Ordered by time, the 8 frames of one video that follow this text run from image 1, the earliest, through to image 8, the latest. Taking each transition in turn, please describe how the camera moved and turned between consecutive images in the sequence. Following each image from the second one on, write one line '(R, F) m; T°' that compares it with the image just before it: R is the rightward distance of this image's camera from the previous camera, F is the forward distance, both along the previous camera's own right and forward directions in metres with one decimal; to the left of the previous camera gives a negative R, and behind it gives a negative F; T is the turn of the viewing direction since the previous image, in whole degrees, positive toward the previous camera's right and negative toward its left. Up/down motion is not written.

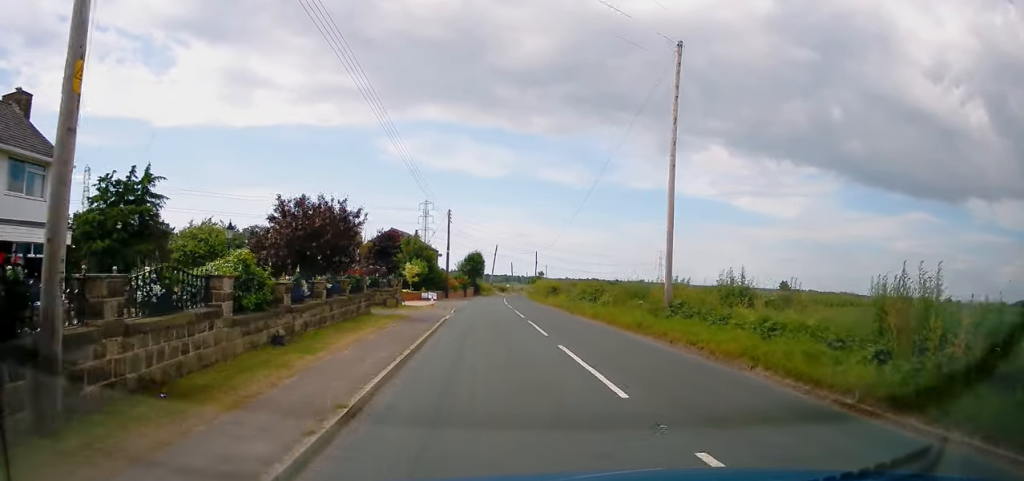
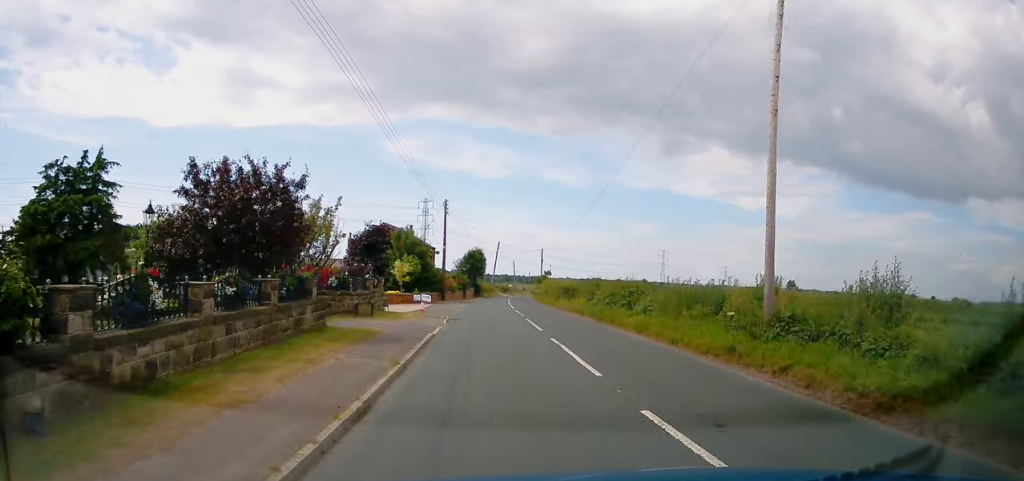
(0.0, +7.1) m; 0°
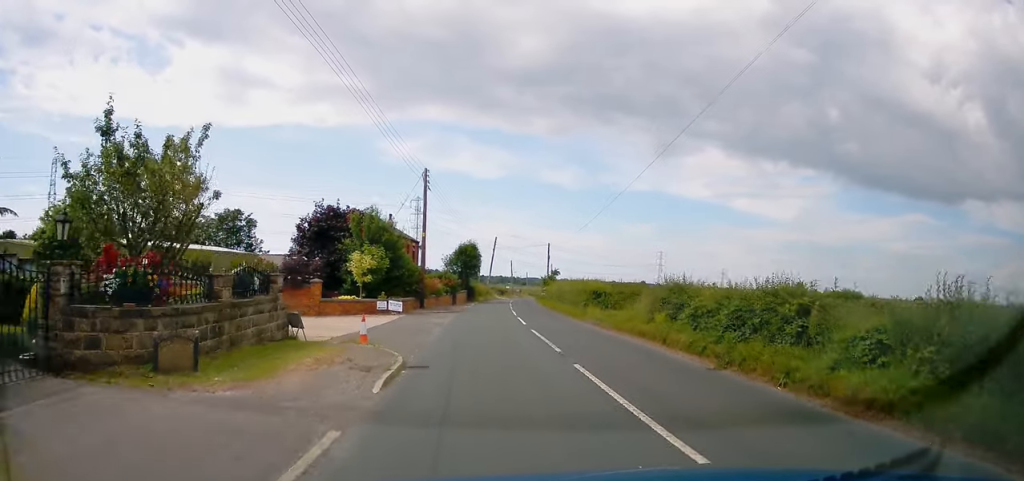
(0.0, +13.6) m; 0°
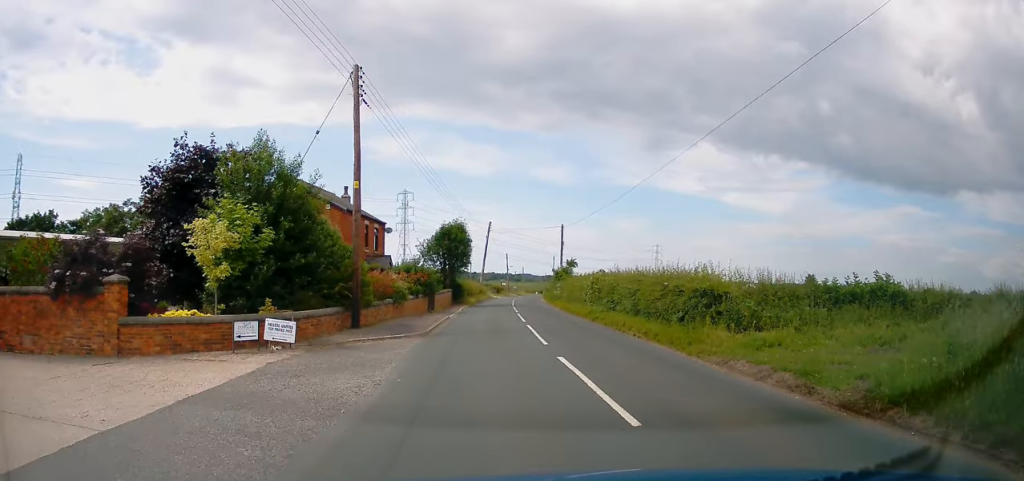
(0.0, +16.7) m; 0°
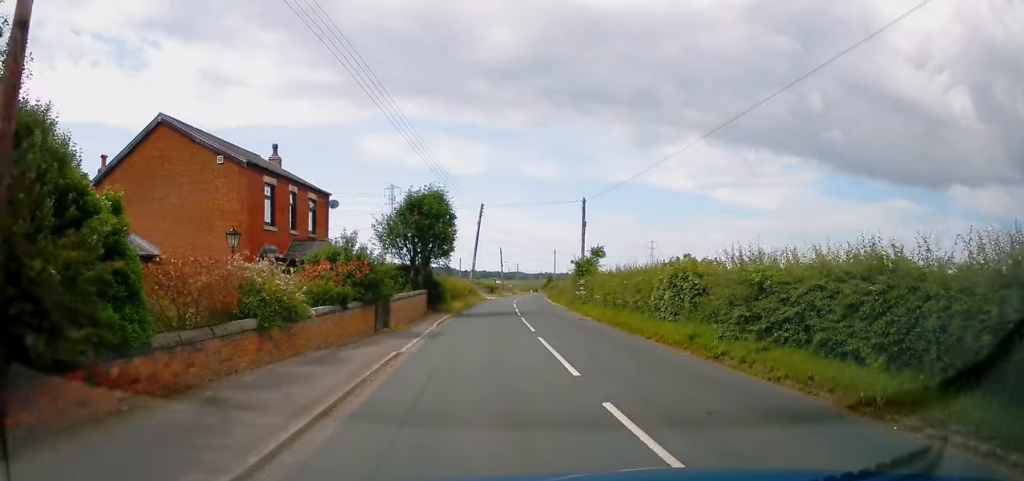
(0.0, +14.2) m; 0°
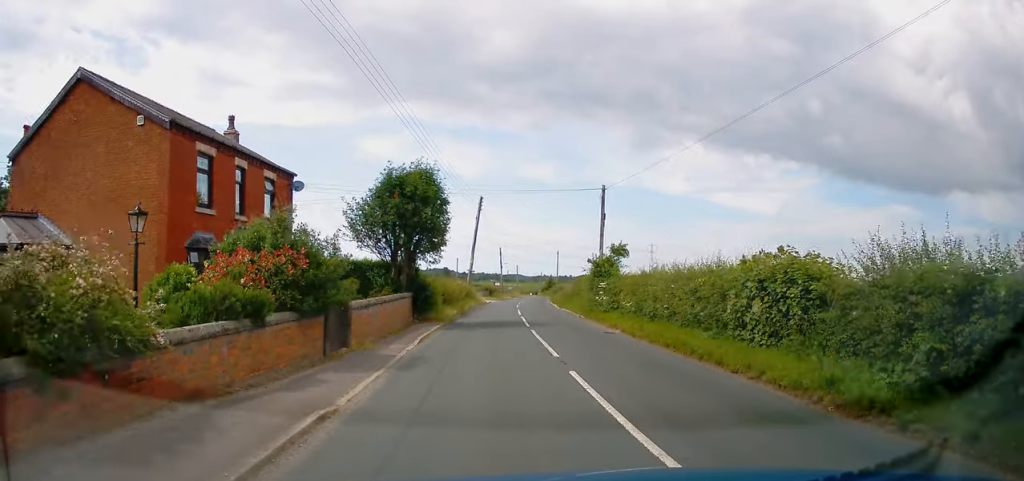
(0.0, +5.8) m; 0°
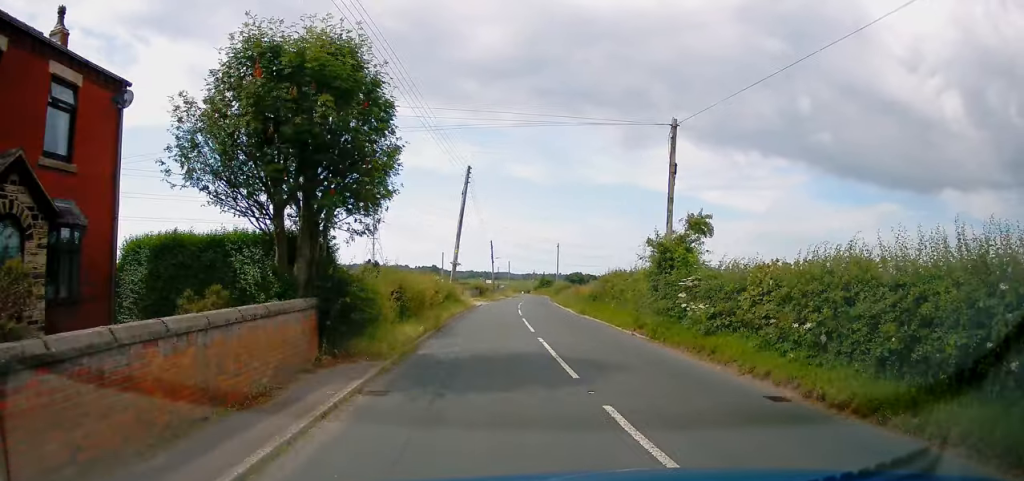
(0.0, +12.5) m; +2°
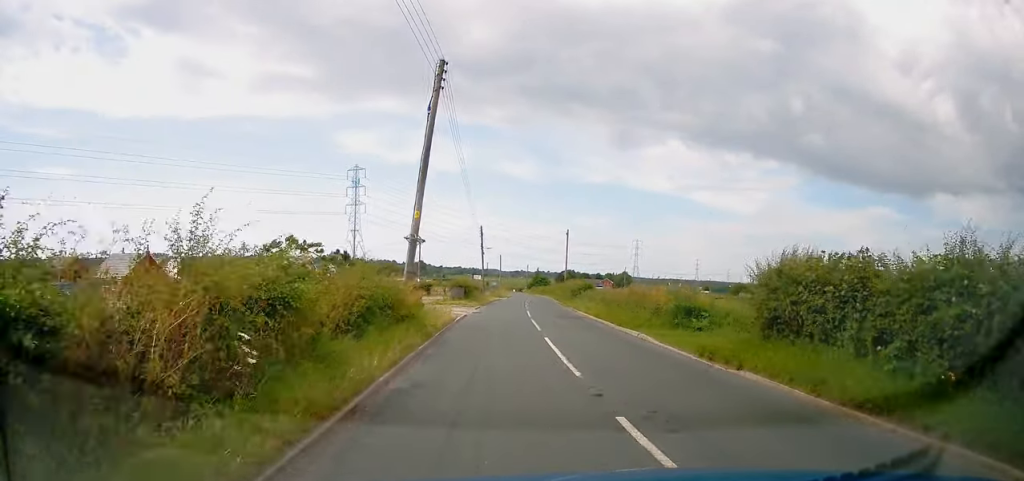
(+0.6, +18.2) m; +2°
